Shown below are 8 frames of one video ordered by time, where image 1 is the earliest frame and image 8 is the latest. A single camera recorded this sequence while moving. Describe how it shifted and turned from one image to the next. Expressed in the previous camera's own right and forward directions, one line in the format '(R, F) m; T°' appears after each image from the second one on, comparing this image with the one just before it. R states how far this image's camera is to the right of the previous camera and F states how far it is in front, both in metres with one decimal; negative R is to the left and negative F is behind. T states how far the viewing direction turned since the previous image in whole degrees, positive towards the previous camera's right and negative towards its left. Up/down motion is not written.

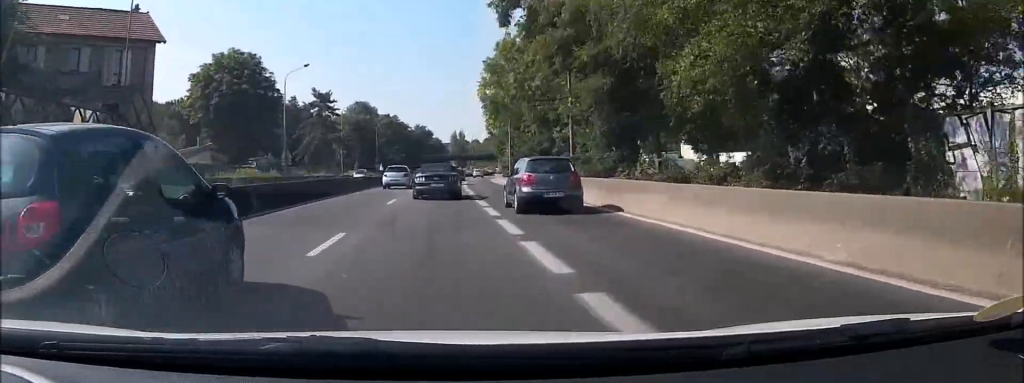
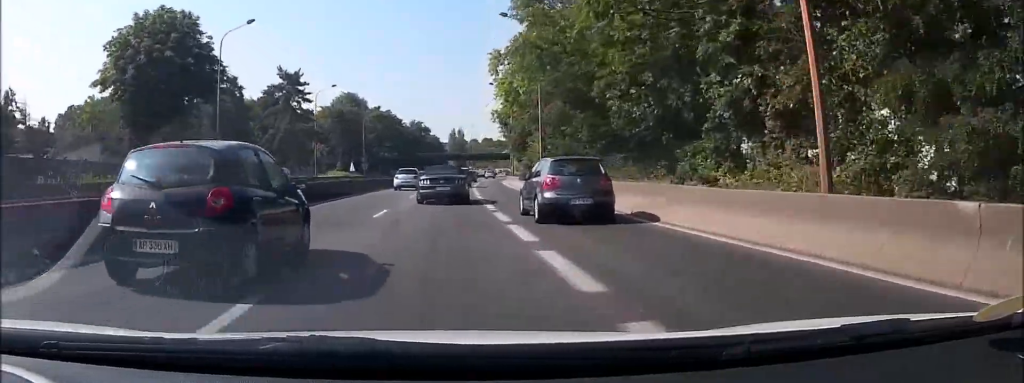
(0.0, +18.2) m; 0°
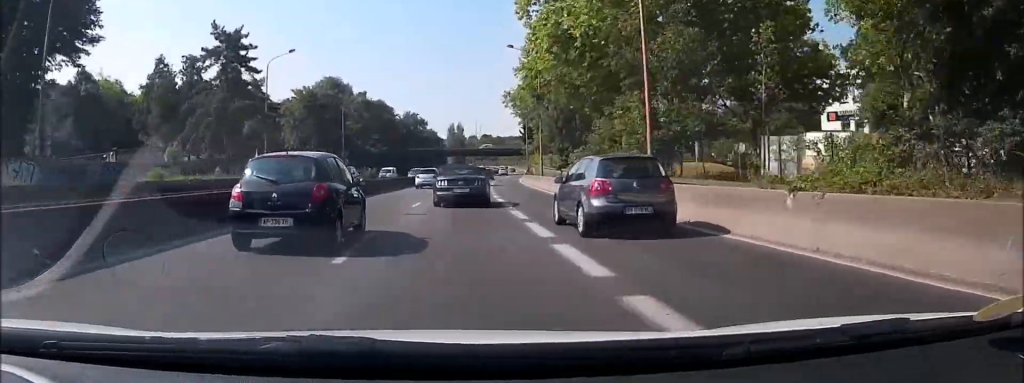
(+0.1, +20.3) m; 0°
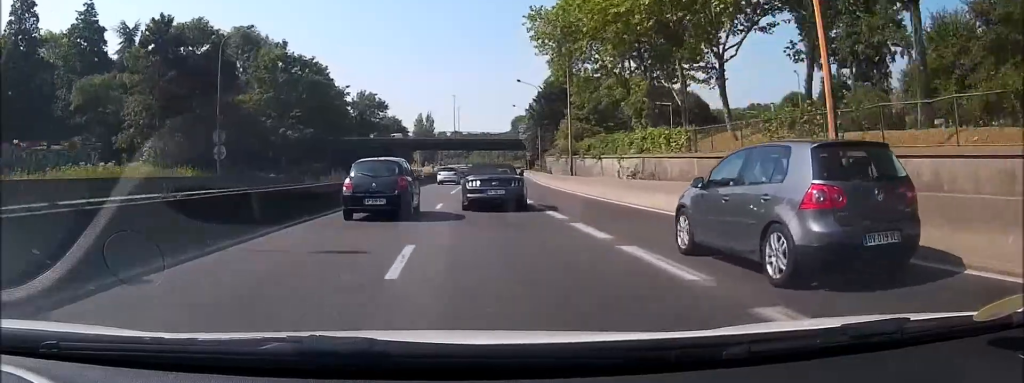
(-0.3, +38.4) m; 0°
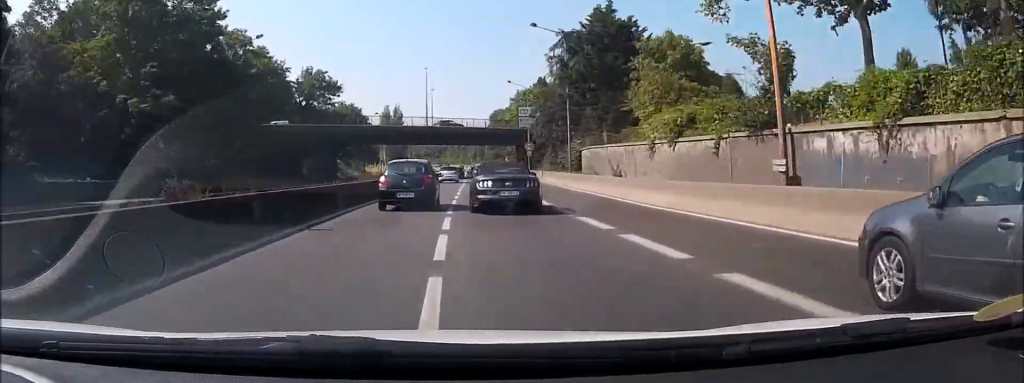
(+0.8, +27.0) m; +3°
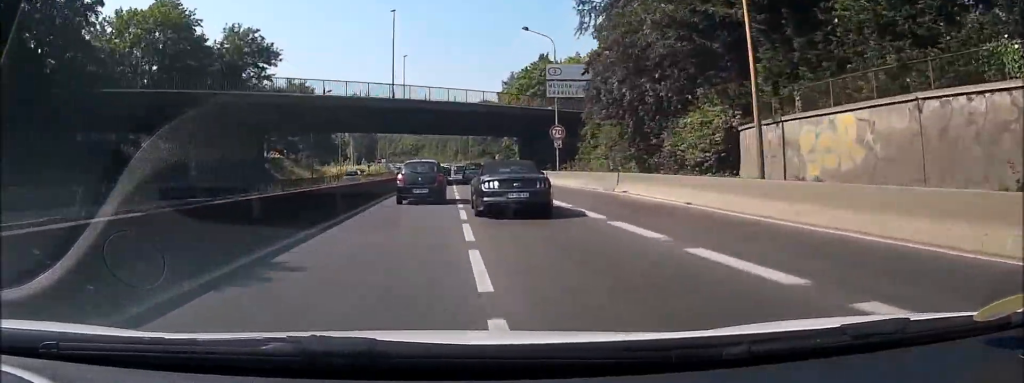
(+0.8, +26.9) m; +3°
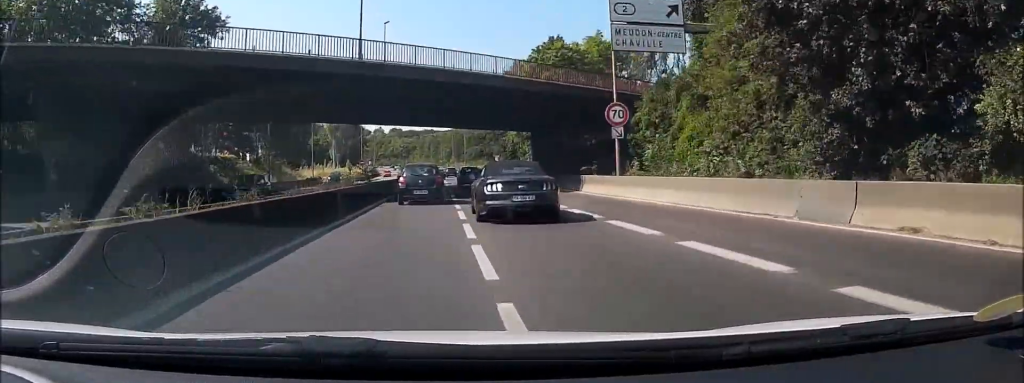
(+0.1, +16.1) m; +1°
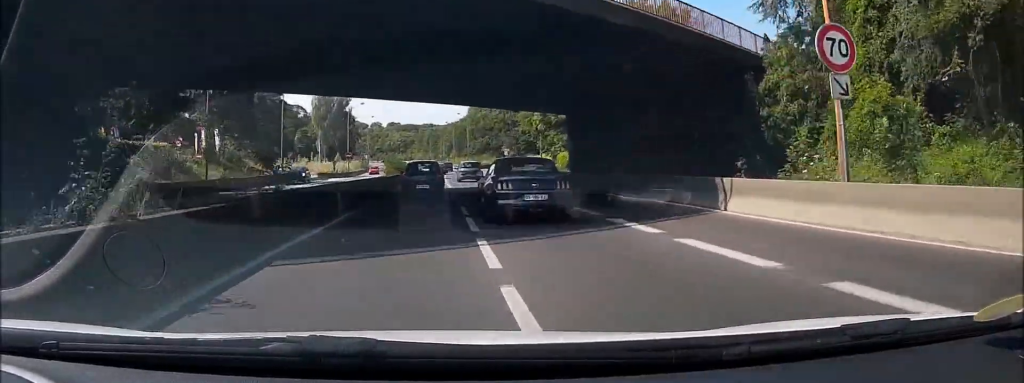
(+0.2, +16.3) m; +1°
